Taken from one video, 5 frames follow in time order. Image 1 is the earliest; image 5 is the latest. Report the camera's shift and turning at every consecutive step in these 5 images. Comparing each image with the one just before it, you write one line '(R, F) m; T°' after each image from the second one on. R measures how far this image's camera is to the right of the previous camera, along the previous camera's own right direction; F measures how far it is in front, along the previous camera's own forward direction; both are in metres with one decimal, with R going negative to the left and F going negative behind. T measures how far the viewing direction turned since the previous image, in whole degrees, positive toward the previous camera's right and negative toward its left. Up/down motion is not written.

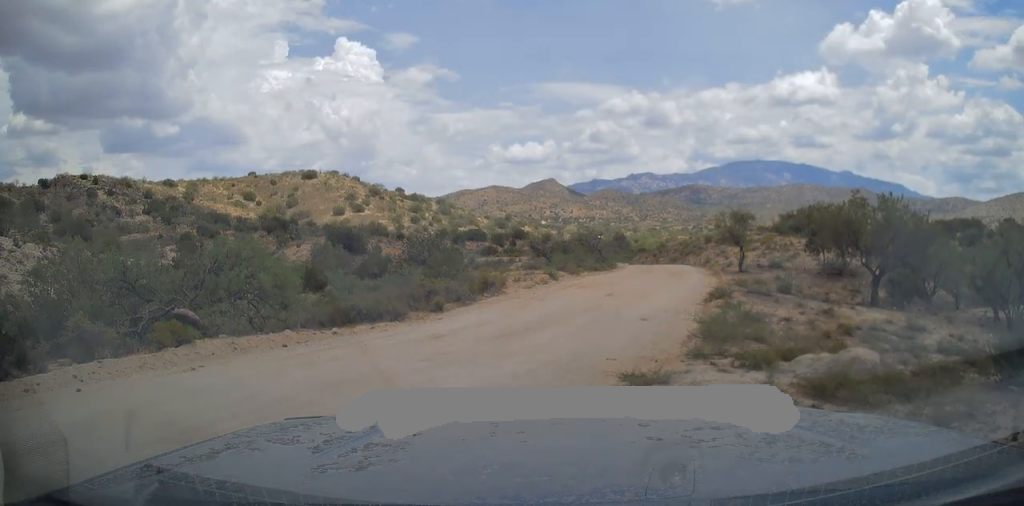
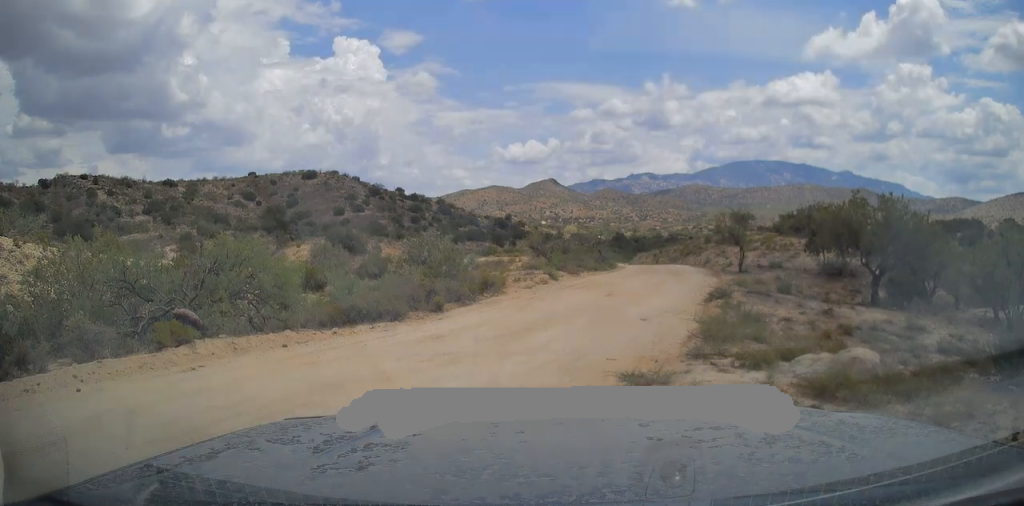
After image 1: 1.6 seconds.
(0.0, 0.0) m; 0°
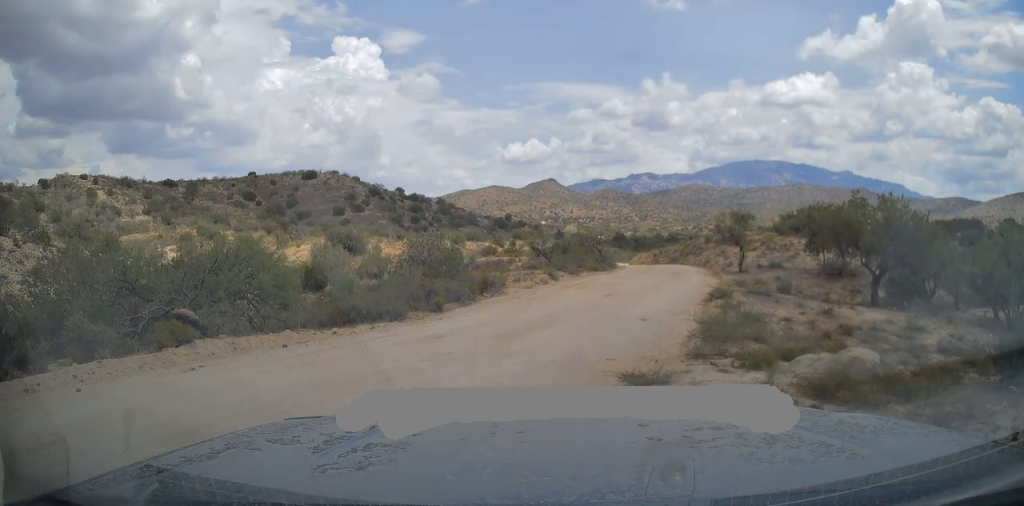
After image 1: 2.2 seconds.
(0.0, 0.0) m; 0°
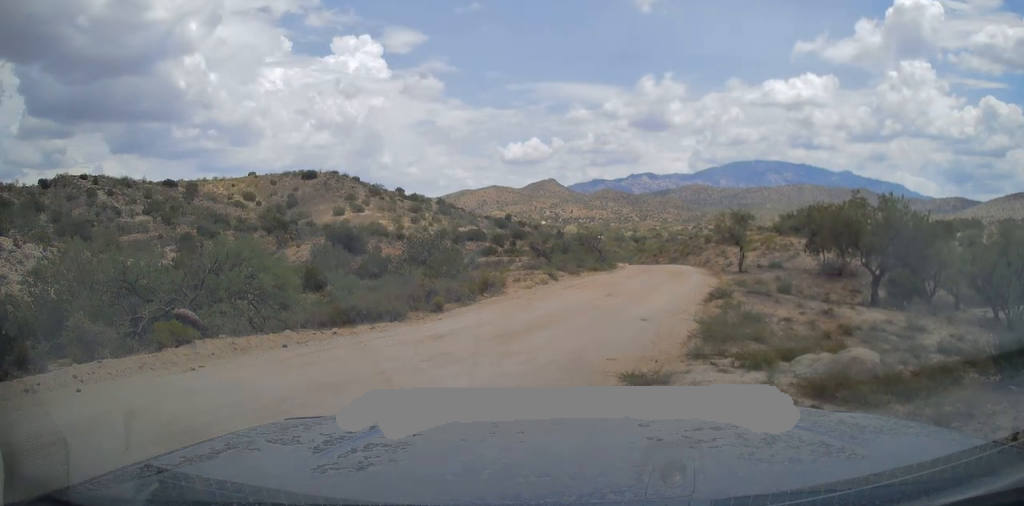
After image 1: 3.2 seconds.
(0.0, 0.0) m; 0°
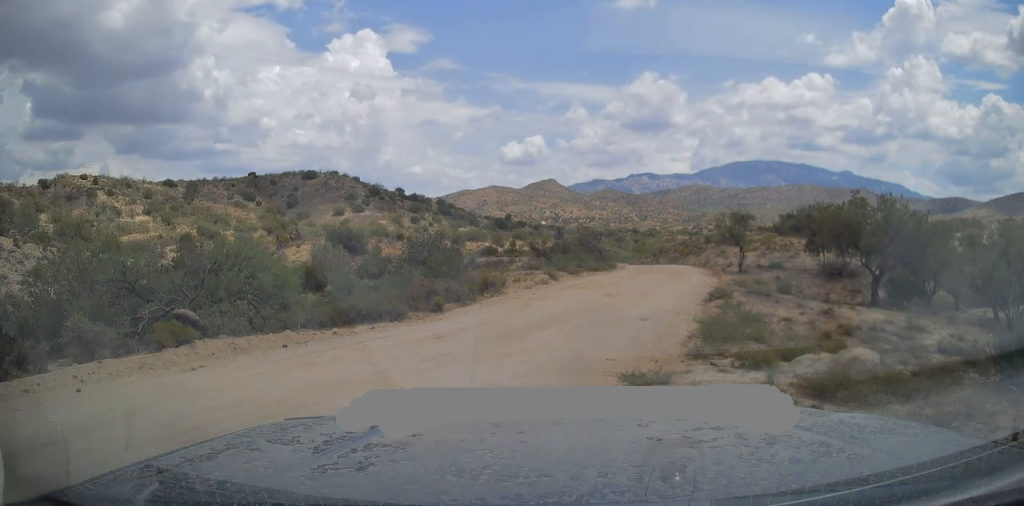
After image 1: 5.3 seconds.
(0.0, 0.0) m; 0°
